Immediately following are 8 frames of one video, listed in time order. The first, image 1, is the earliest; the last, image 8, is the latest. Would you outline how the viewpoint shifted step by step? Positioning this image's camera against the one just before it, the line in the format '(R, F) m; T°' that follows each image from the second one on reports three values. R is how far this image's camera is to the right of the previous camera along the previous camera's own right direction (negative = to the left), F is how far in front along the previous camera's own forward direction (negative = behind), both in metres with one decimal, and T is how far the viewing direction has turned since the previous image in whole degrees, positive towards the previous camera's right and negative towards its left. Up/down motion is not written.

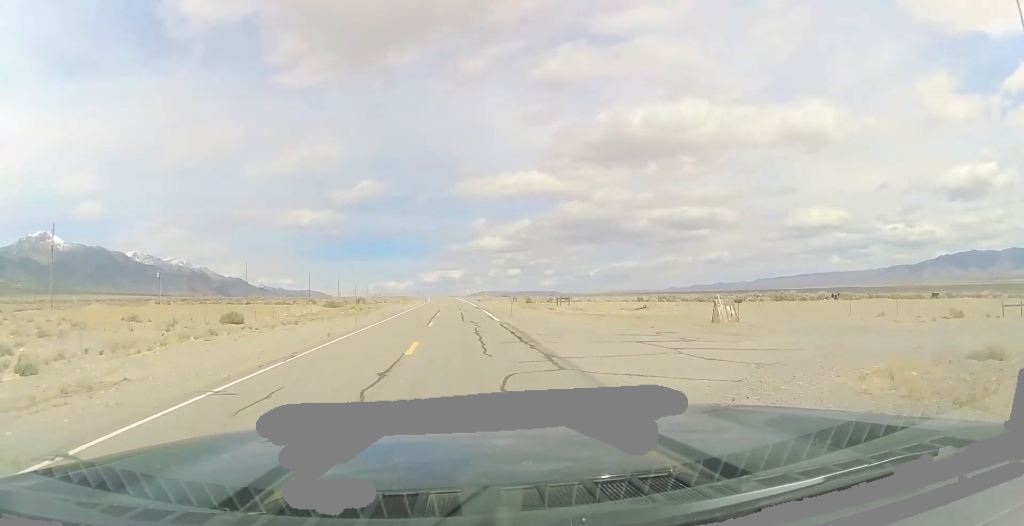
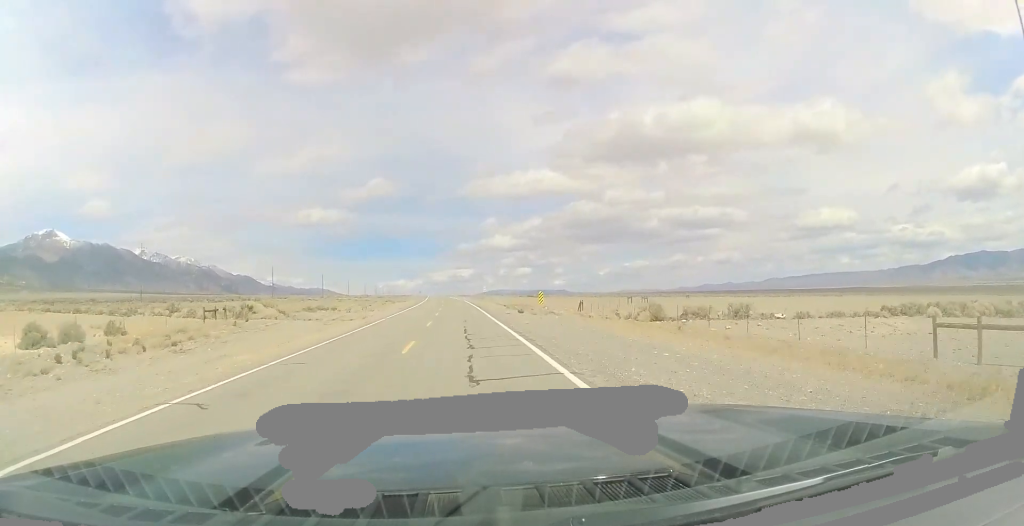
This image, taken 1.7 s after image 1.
(-0.8, +60.4) m; -1°
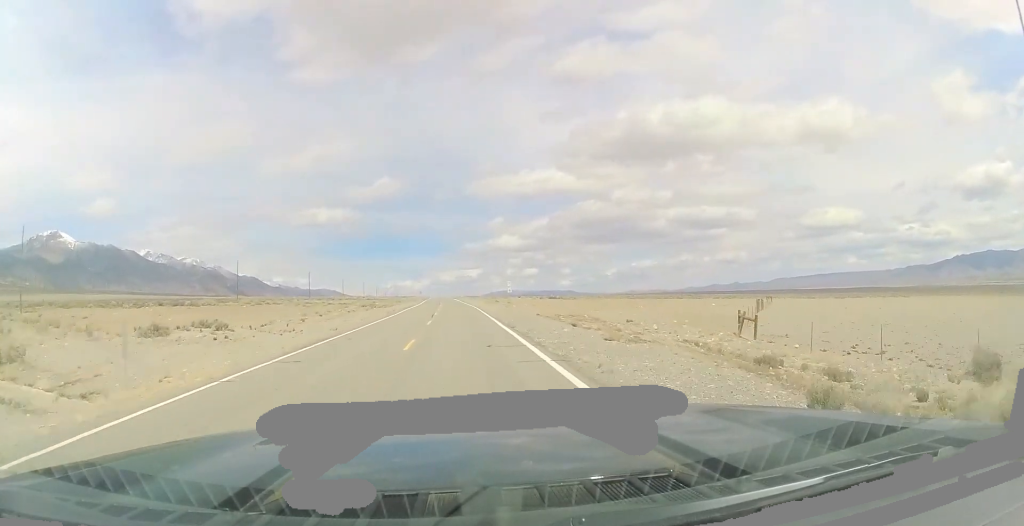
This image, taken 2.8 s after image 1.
(-0.2, +35.8) m; 0°
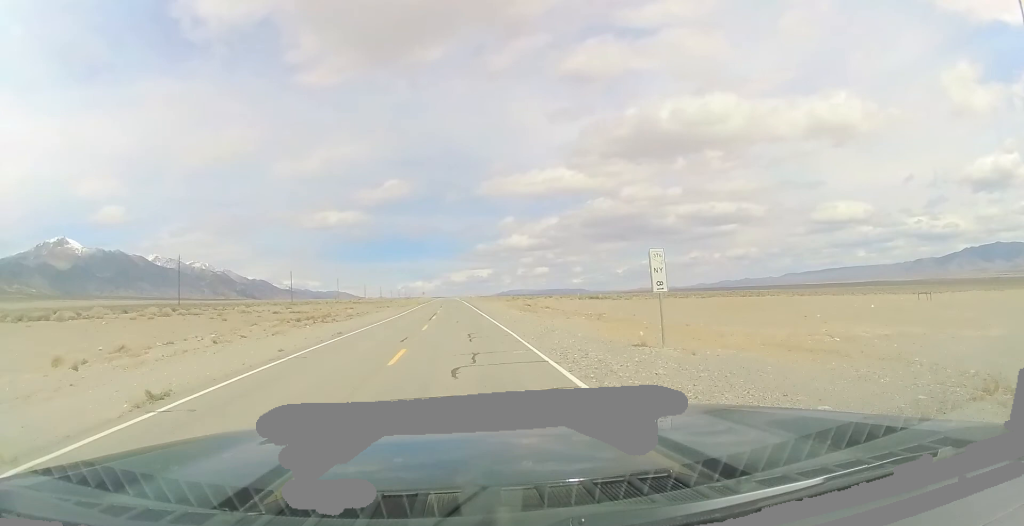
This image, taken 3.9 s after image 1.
(+0.3, +39.3) m; -1°
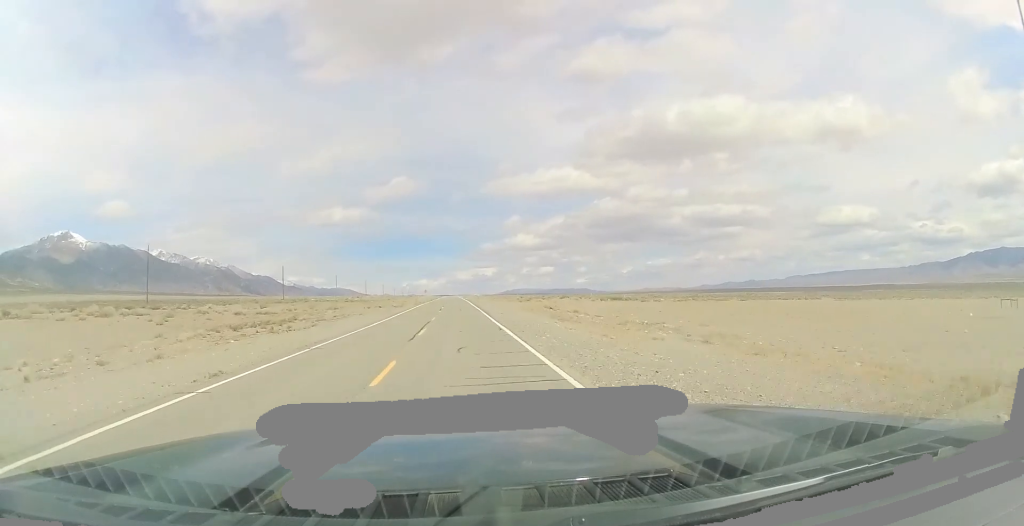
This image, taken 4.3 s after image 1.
(-0.2, +15.0) m; -1°
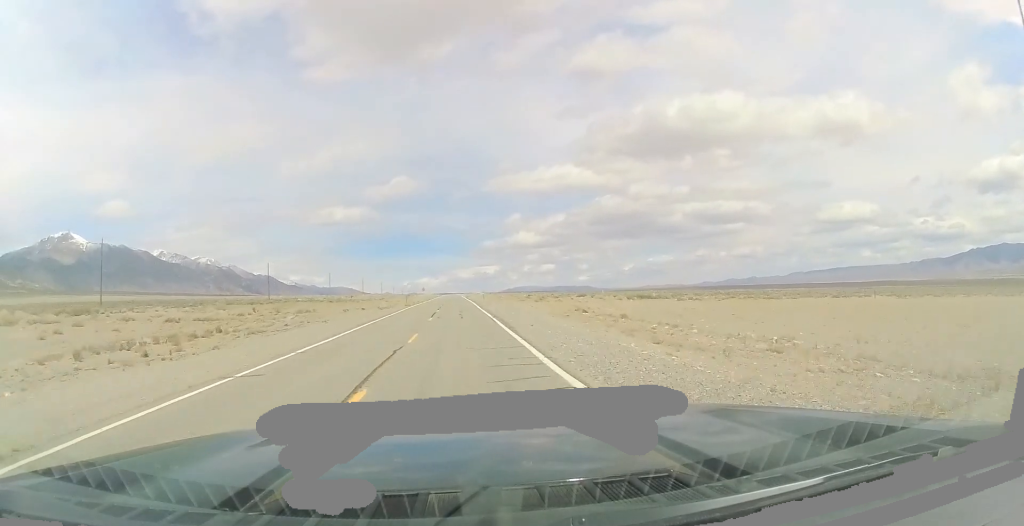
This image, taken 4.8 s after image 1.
(-0.2, +16.2) m; -1°
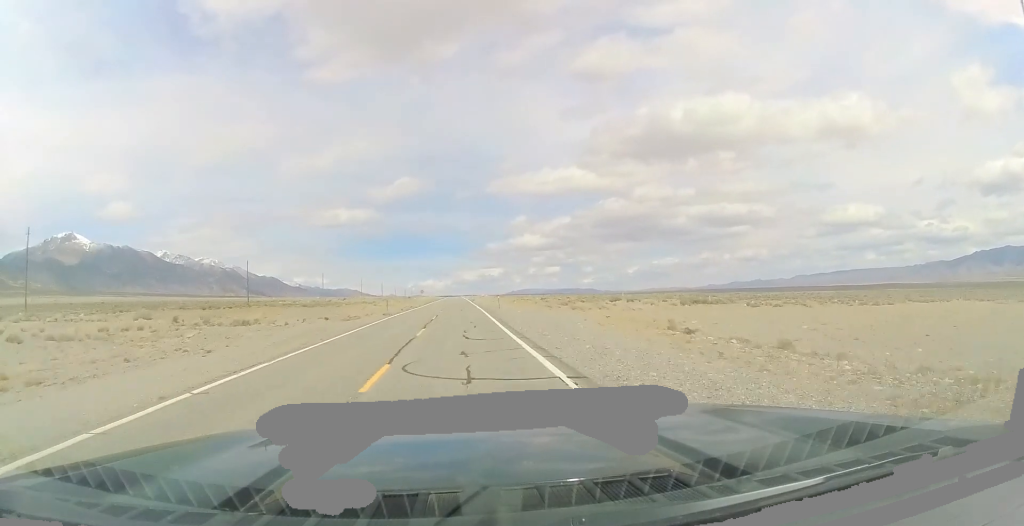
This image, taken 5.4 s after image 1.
(-0.2, +20.9) m; -1°
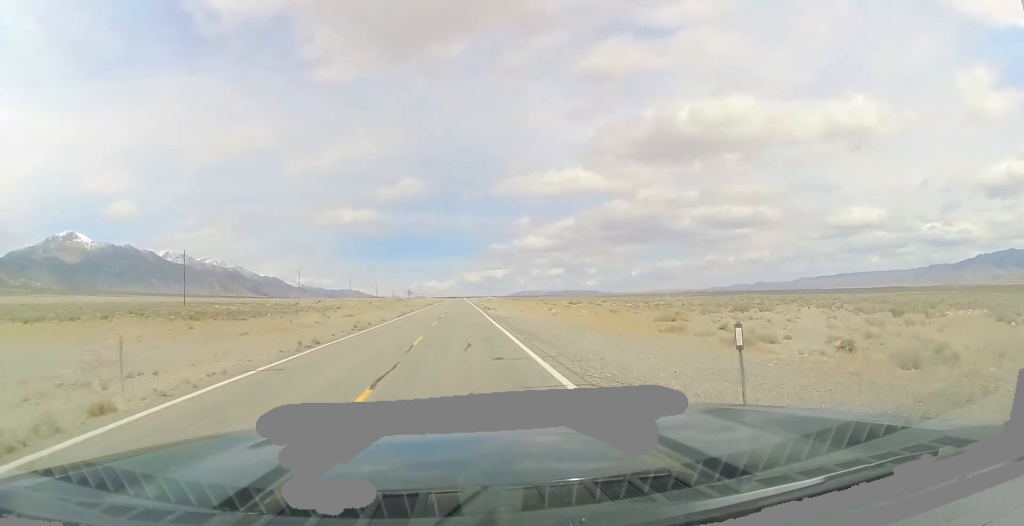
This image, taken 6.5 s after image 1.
(-0.5, +39.5) m; -1°
